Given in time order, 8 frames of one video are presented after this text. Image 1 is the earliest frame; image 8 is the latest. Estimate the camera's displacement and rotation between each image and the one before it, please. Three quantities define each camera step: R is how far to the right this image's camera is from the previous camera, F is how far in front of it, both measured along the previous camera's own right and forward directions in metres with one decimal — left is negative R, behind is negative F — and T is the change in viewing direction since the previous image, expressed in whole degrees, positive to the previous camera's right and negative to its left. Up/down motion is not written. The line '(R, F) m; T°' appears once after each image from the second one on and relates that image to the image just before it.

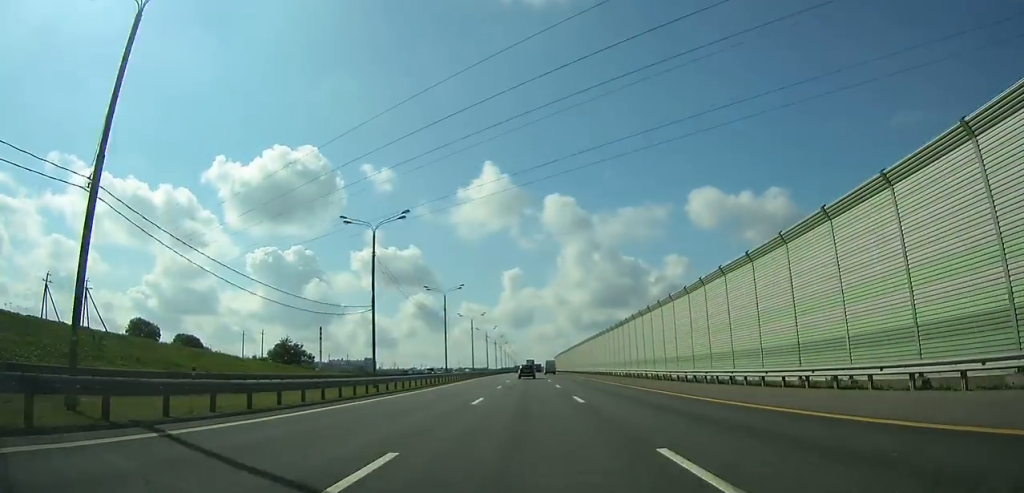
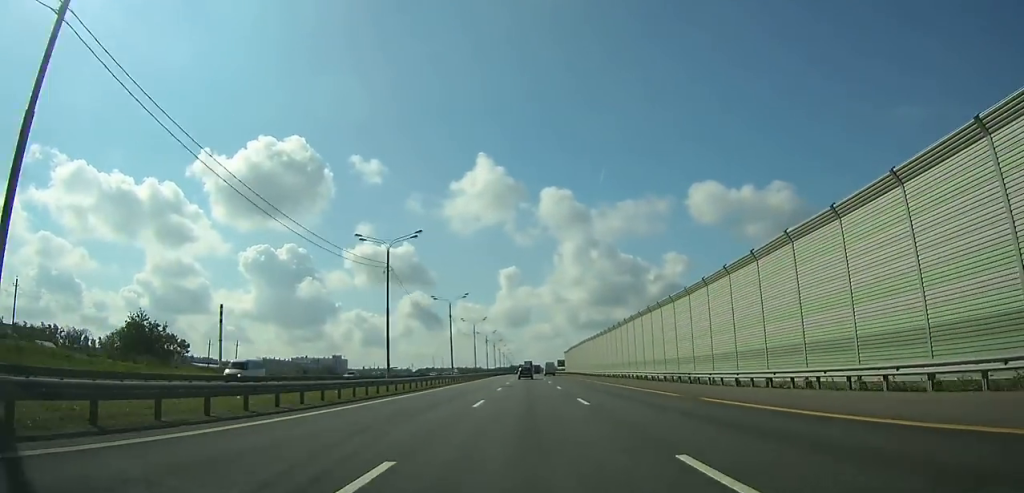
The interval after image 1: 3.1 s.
(0.0, +80.7) m; 0°
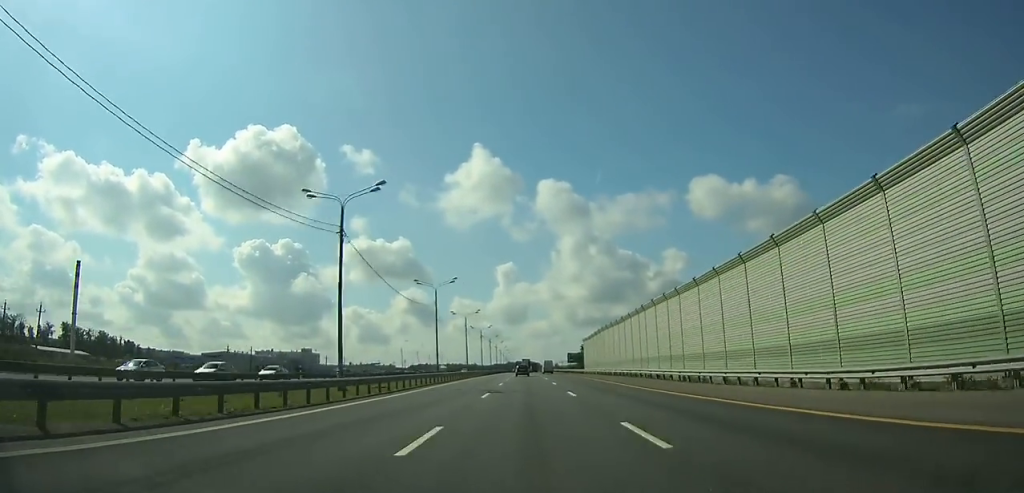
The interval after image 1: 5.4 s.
(0.0, +59.6) m; 0°
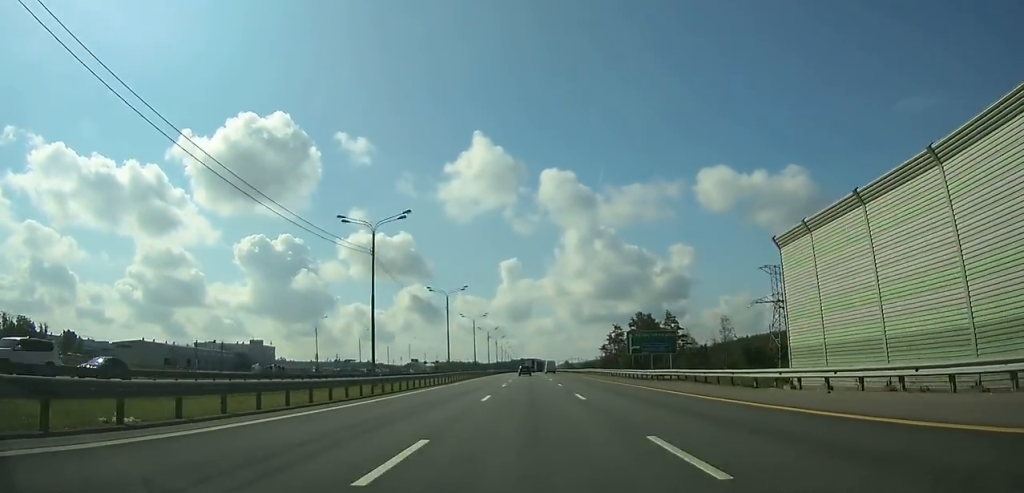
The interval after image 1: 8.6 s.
(+0.1, +82.3) m; 0°
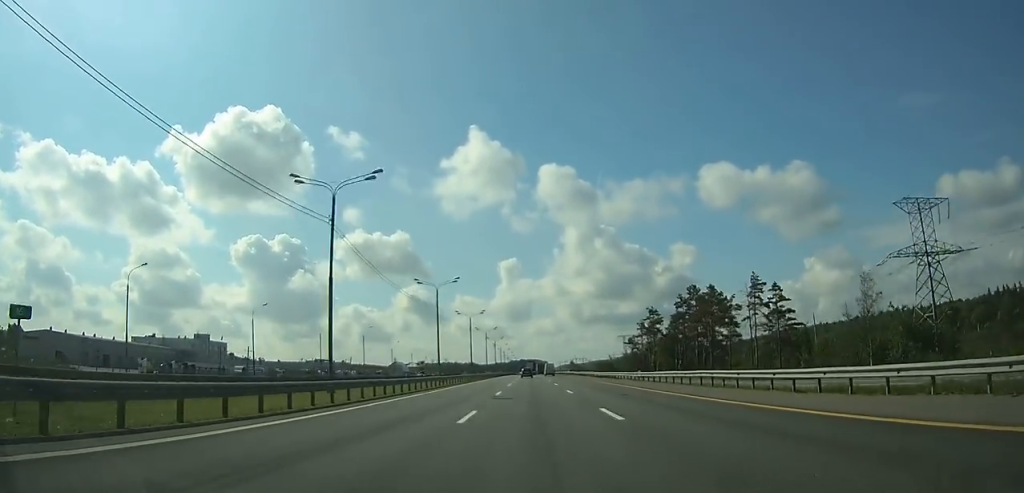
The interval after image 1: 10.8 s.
(0.0, +56.2) m; 0°
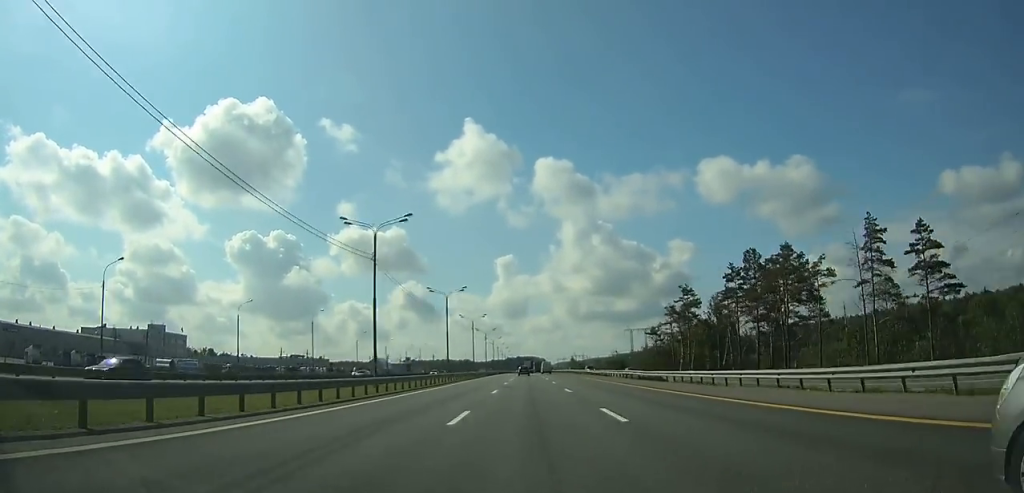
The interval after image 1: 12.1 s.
(0.0, +33.1) m; 0°
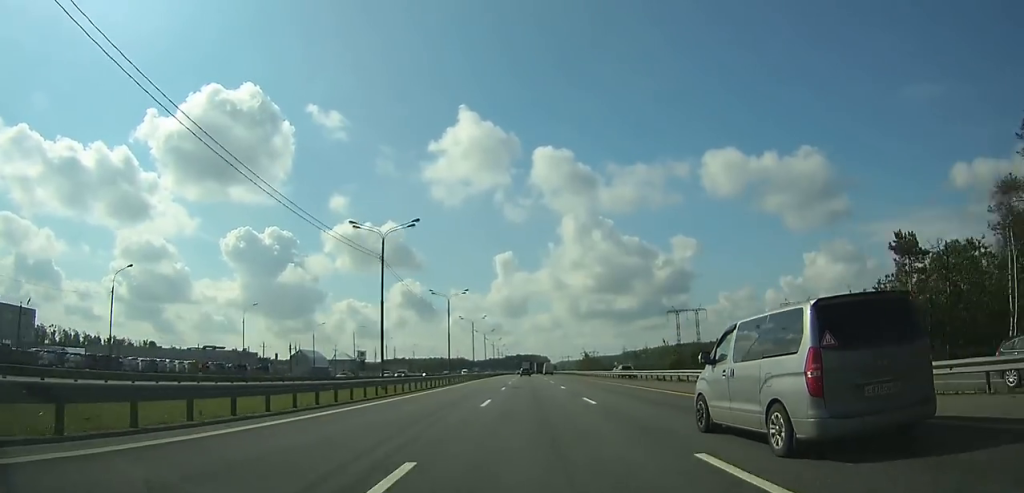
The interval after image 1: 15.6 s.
(+0.1, +89.0) m; 0°
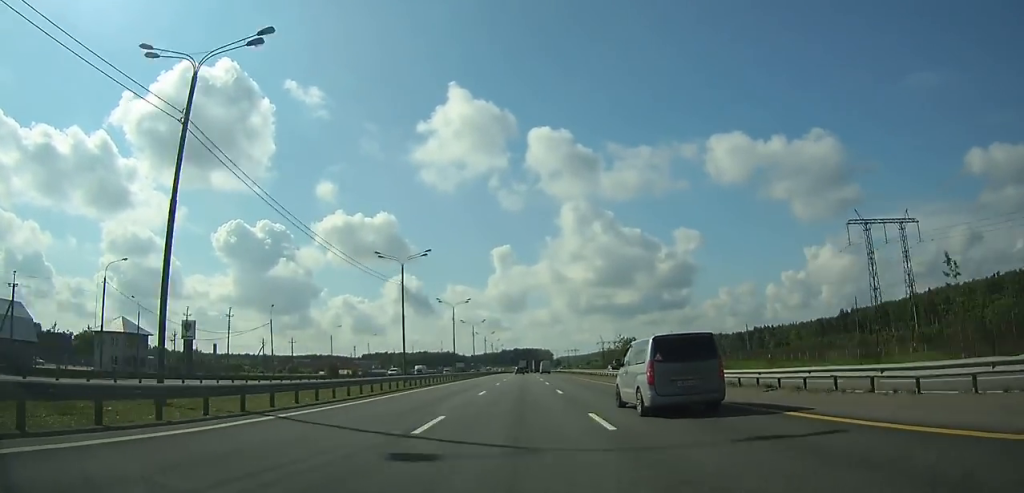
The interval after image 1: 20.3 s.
(+0.2, +119.3) m; 0°
